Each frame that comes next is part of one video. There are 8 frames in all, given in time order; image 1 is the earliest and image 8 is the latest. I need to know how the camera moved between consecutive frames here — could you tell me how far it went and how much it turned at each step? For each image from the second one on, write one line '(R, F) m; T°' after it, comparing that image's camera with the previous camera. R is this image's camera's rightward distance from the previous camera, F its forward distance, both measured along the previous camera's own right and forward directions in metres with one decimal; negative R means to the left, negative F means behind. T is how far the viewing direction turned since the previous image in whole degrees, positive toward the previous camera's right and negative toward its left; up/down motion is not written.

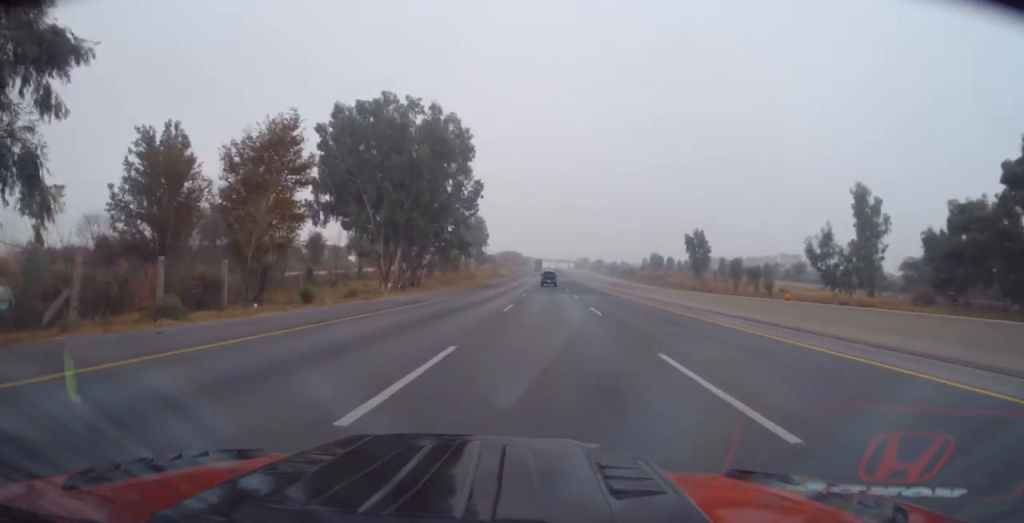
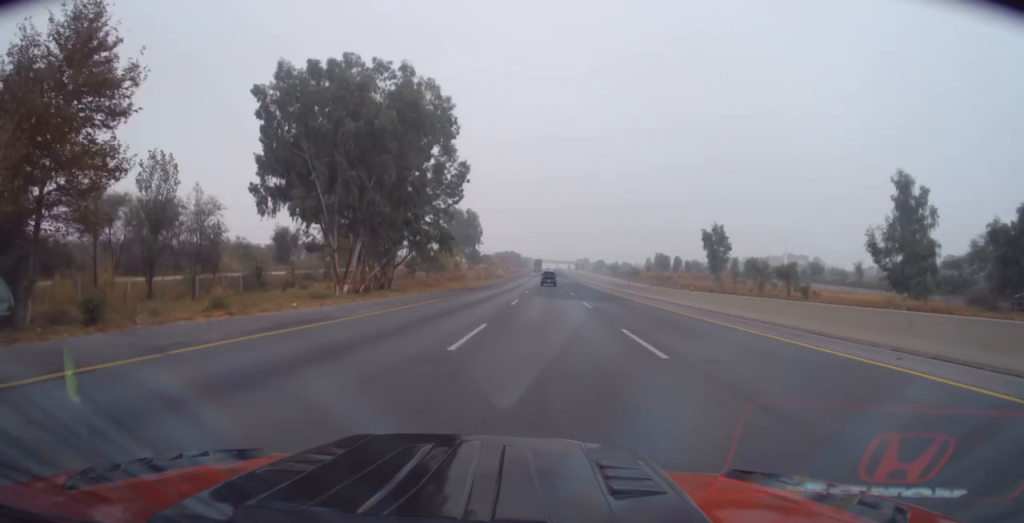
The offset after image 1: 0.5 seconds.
(-0.3, +12.6) m; 0°
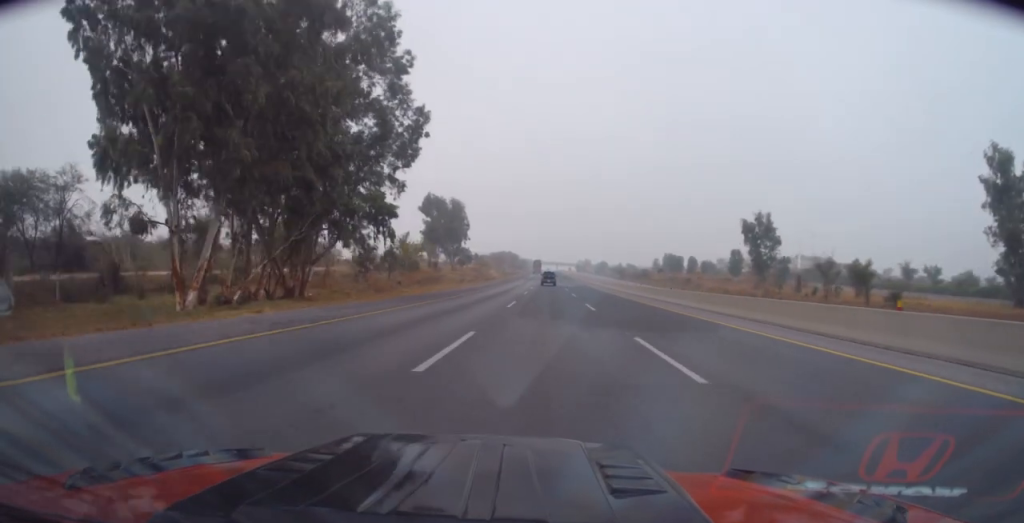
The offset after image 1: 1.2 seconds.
(-0.3, +20.6) m; 0°
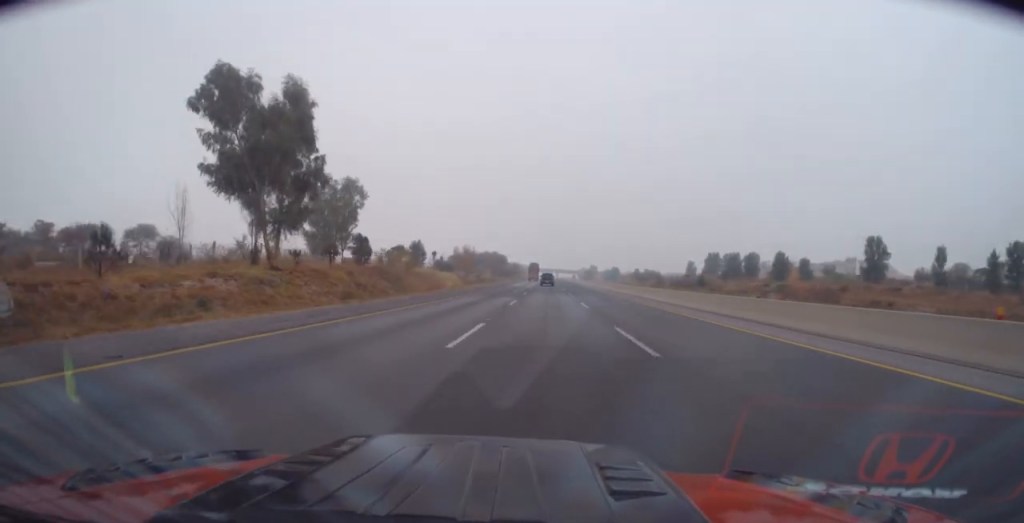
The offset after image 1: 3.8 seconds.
(-0.2, +69.1) m; 0°
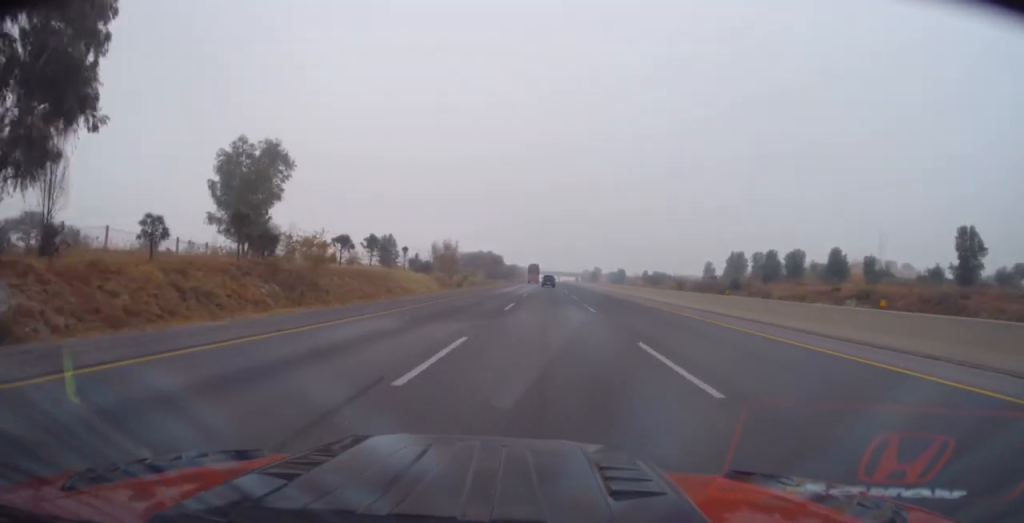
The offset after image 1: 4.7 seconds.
(+0.5, +21.8) m; +1°
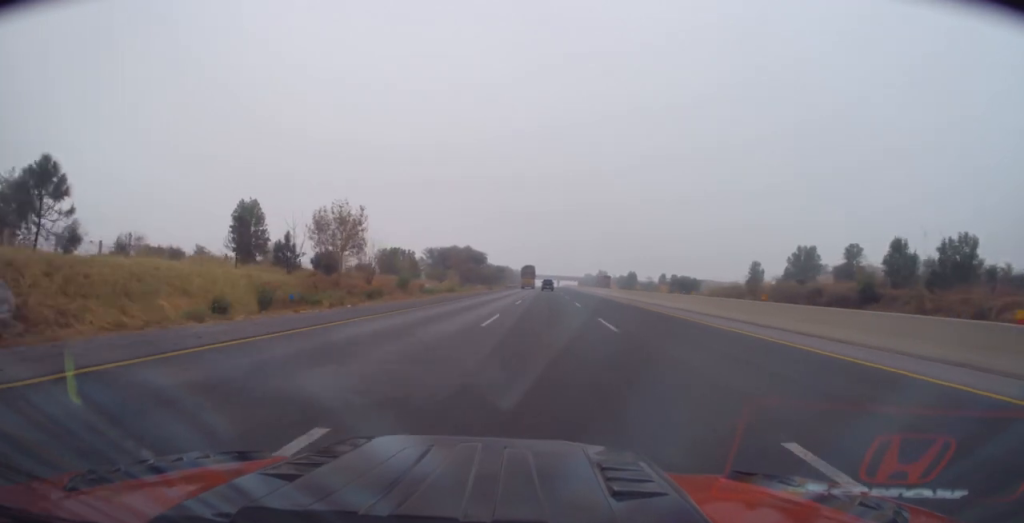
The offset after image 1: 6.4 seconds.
(-0.1, +44.1) m; -1°
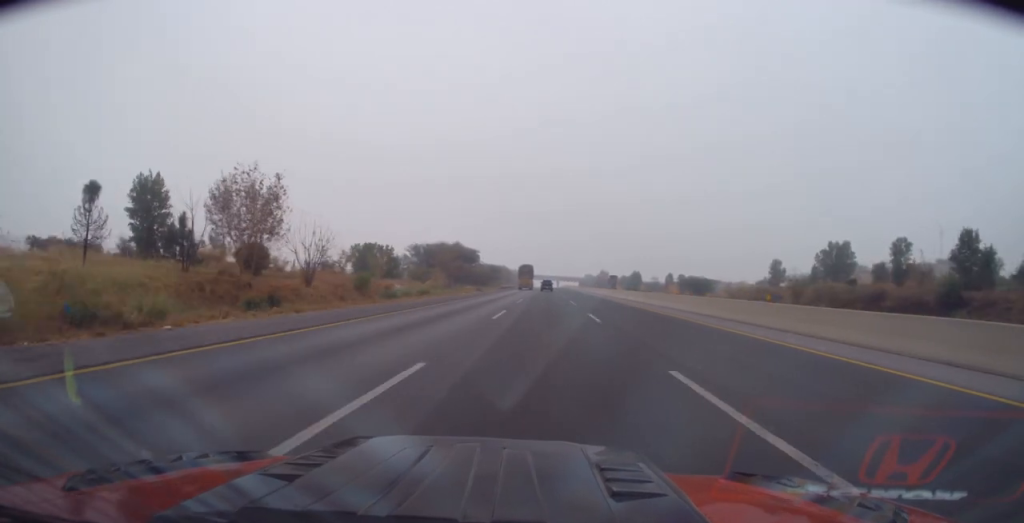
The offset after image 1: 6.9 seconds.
(0.0, +13.8) m; 0°
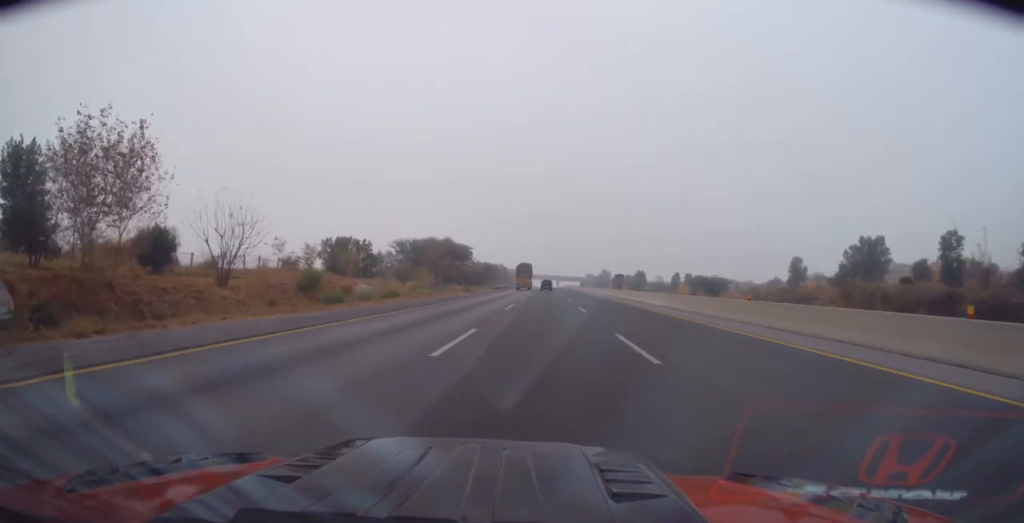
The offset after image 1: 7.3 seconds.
(0.0, +11.2) m; 0°
